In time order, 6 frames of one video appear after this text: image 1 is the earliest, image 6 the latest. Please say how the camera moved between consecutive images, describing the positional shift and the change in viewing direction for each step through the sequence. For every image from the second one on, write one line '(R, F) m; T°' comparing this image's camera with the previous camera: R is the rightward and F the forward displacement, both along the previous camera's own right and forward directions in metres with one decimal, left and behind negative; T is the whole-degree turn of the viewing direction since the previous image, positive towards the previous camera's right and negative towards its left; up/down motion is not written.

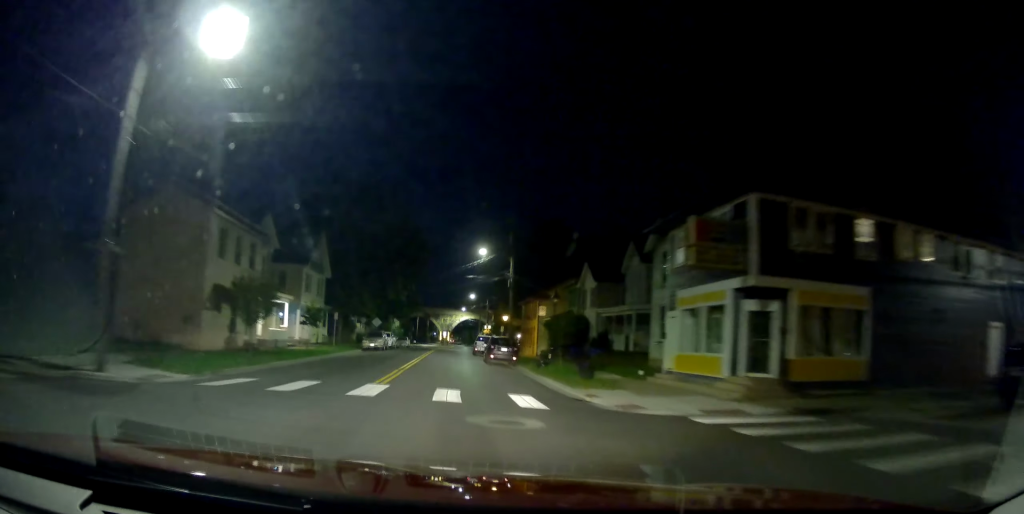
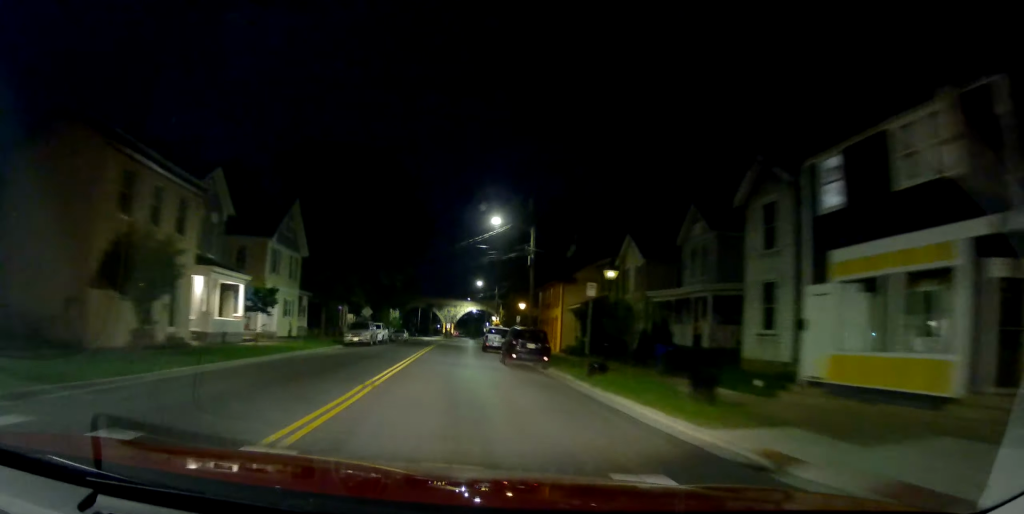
(-0.4, +10.2) m; 0°
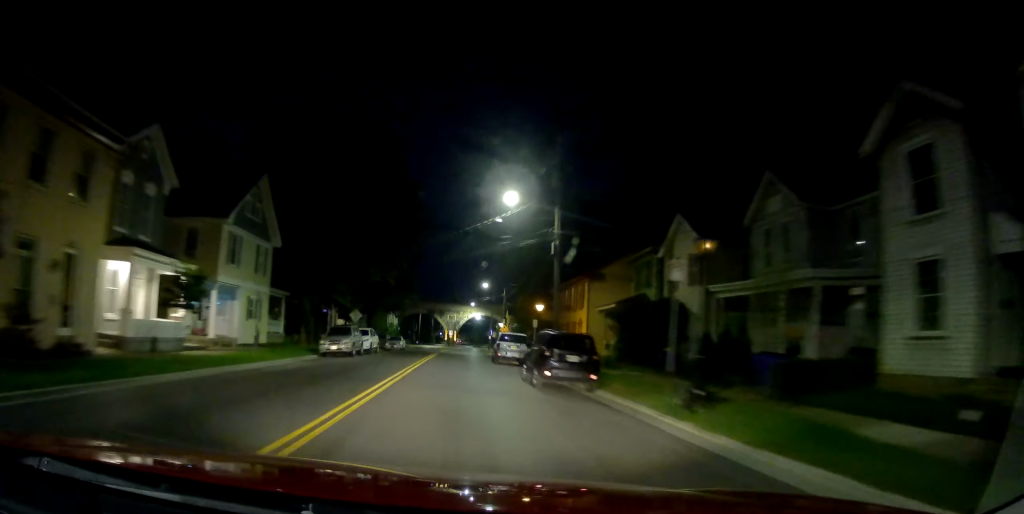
(+0.3, +8.1) m; +1°
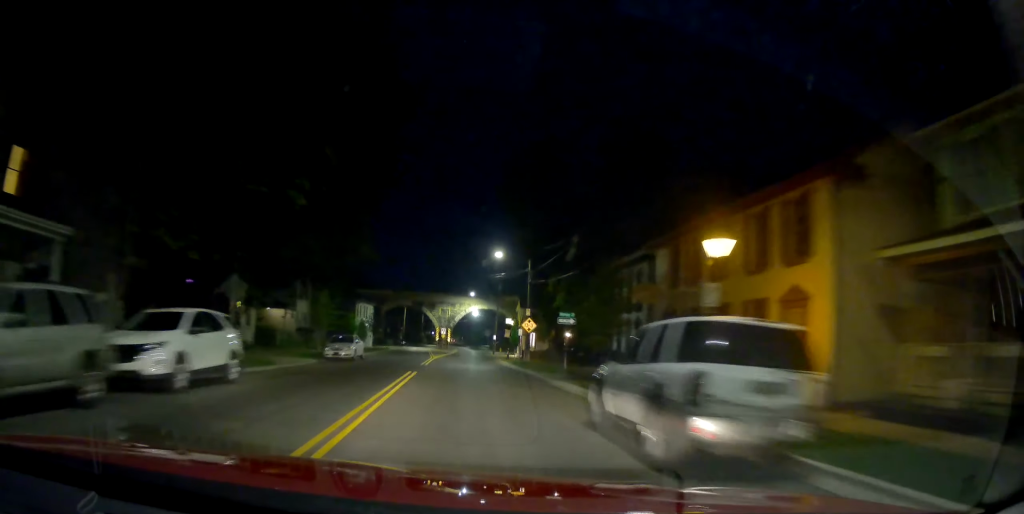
(+0.4, +27.2) m; 0°
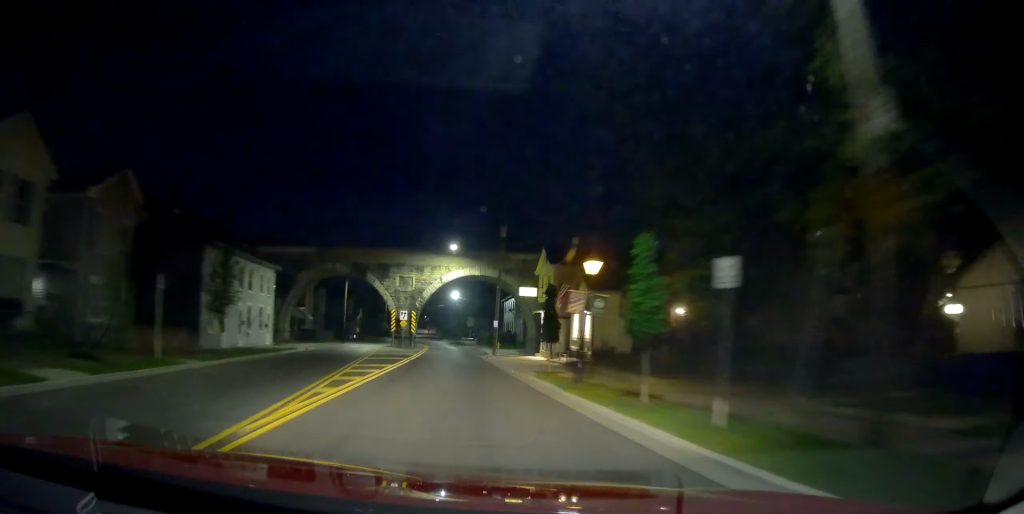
(+1.5, +38.0) m; +4°
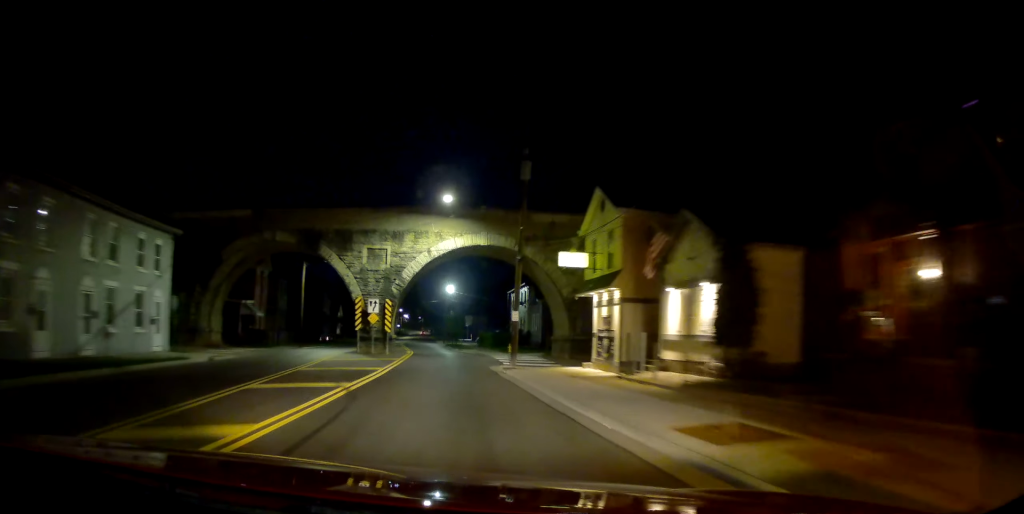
(-0.1, +17.0) m; -1°
